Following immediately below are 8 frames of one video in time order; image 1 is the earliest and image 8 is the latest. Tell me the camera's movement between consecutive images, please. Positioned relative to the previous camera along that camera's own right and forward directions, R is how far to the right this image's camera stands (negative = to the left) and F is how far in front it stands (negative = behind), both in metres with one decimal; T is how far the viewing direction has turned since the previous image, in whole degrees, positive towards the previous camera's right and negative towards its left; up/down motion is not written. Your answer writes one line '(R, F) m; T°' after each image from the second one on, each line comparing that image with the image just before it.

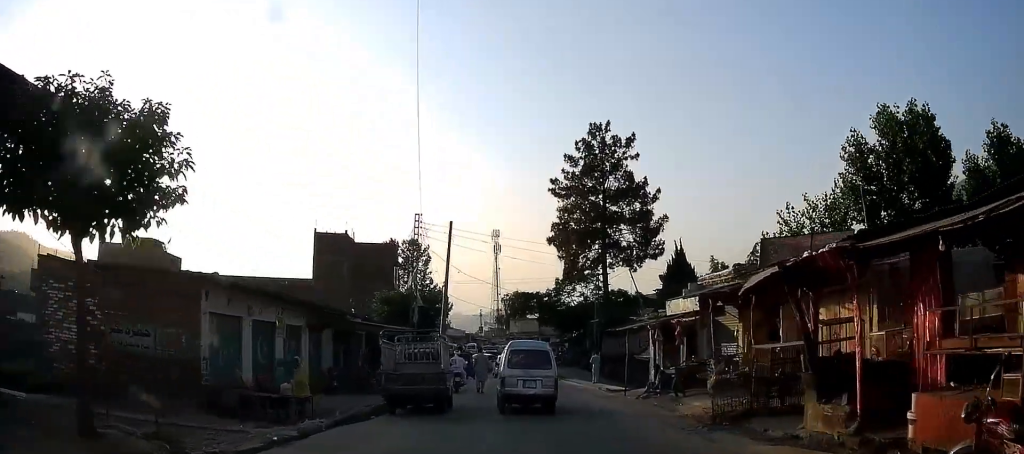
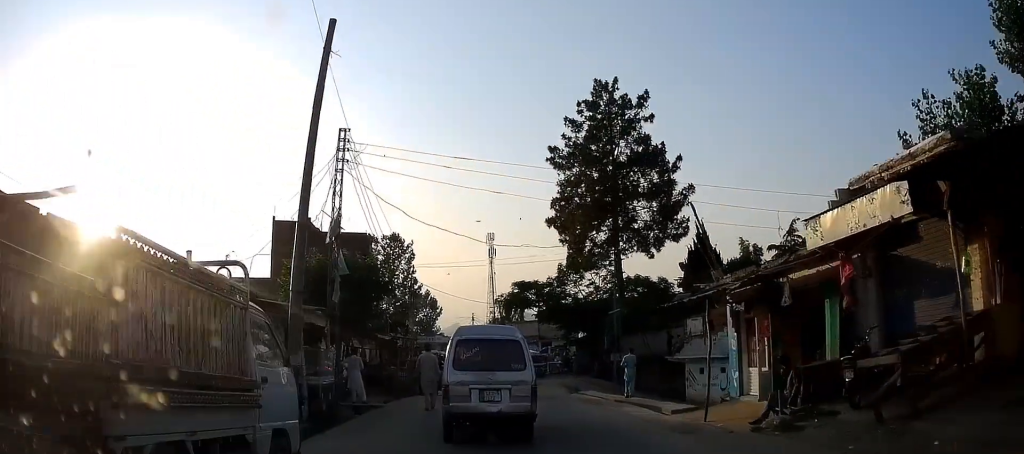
(0.0, +11.6) m; 0°
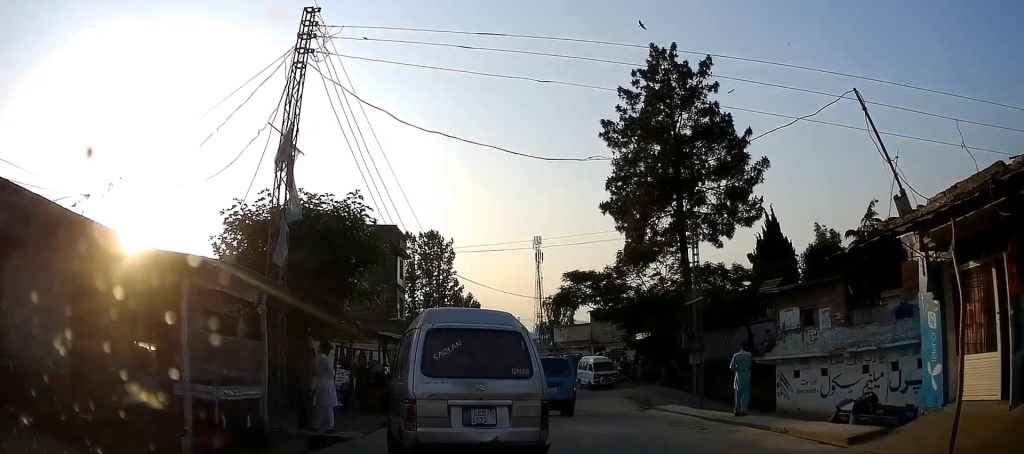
(-0.6, +9.5) m; -3°
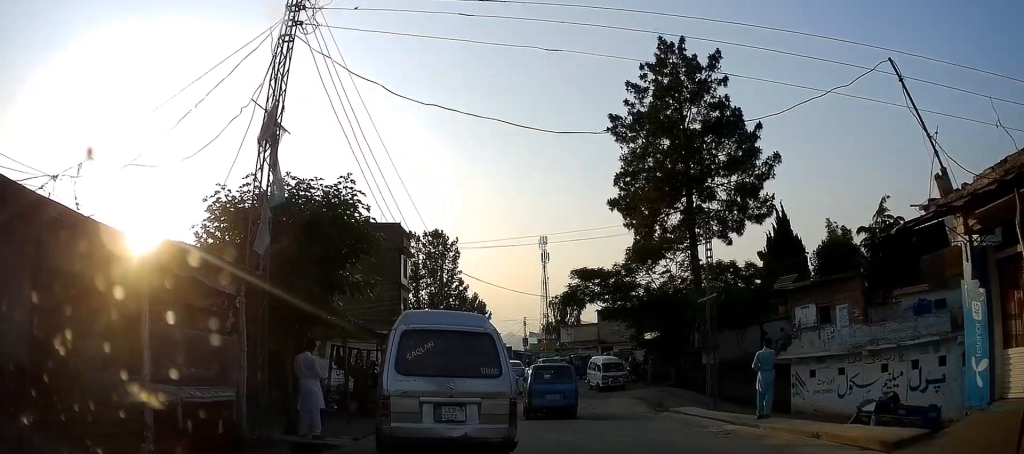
(-0.1, +2.2) m; +4°
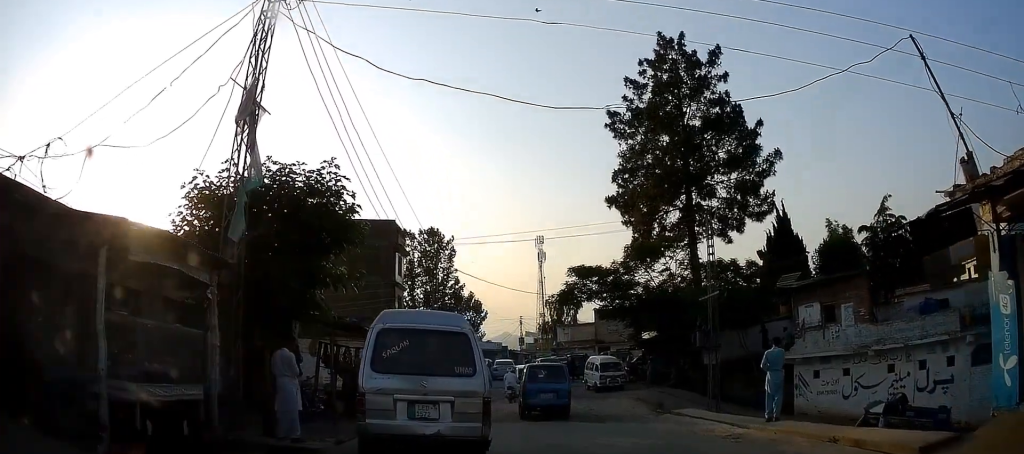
(+0.2, +1.0) m; +2°
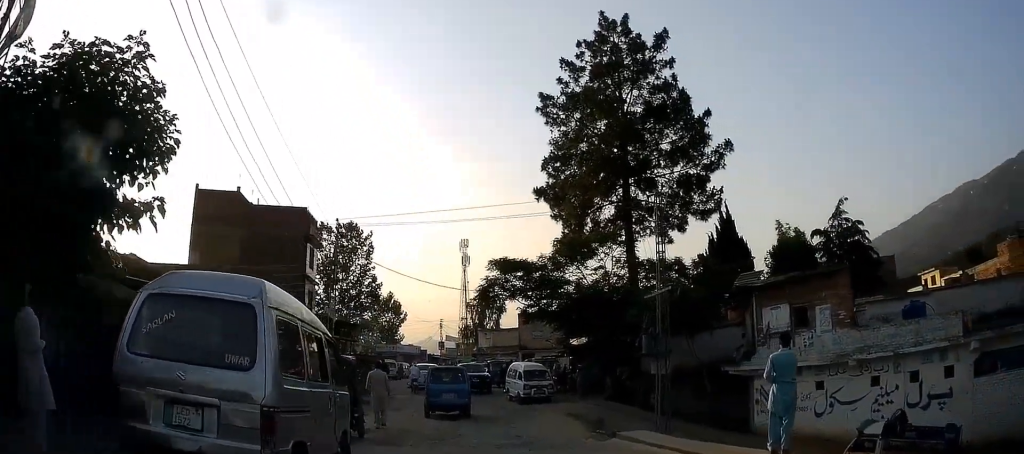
(-0.1, +3.9) m; -2°
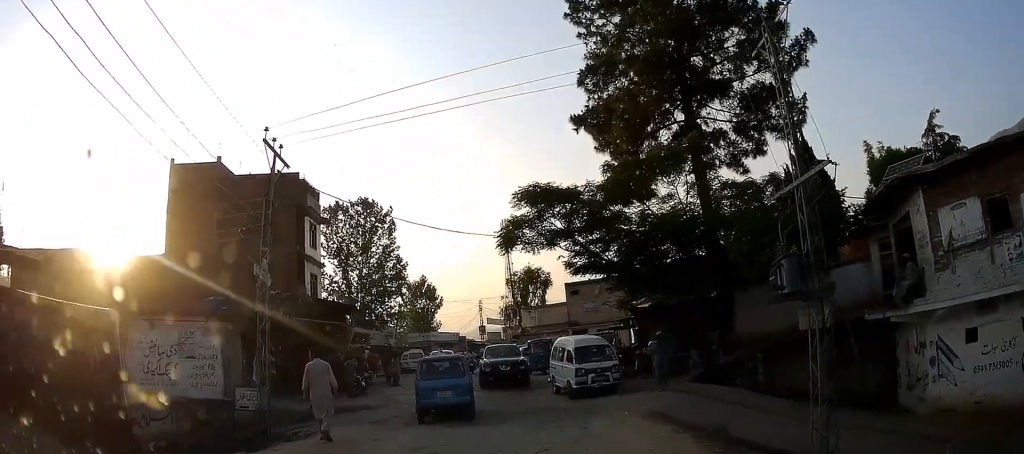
(+0.2, +6.4) m; 0°
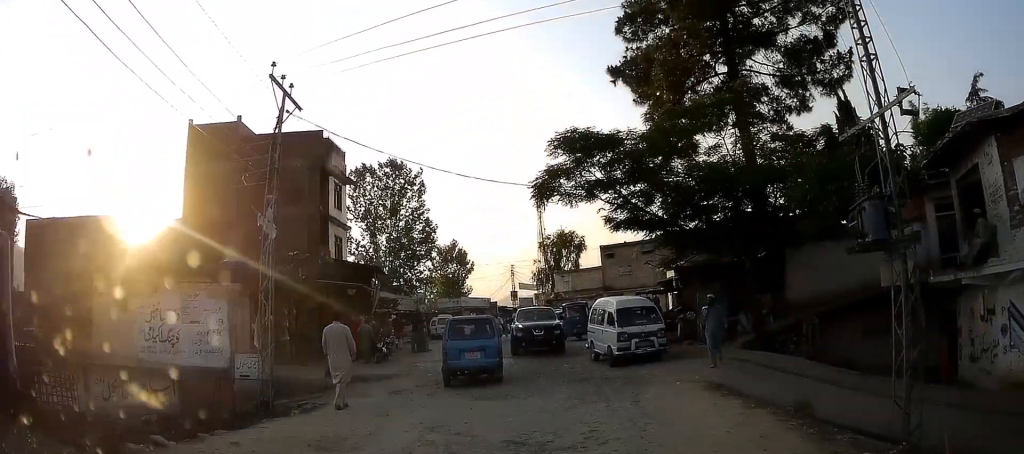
(0.0, +2.3) m; -1°
